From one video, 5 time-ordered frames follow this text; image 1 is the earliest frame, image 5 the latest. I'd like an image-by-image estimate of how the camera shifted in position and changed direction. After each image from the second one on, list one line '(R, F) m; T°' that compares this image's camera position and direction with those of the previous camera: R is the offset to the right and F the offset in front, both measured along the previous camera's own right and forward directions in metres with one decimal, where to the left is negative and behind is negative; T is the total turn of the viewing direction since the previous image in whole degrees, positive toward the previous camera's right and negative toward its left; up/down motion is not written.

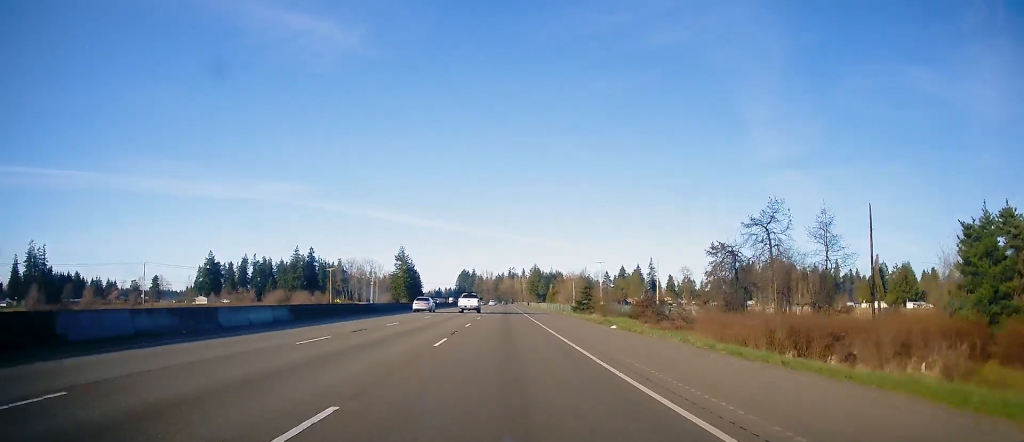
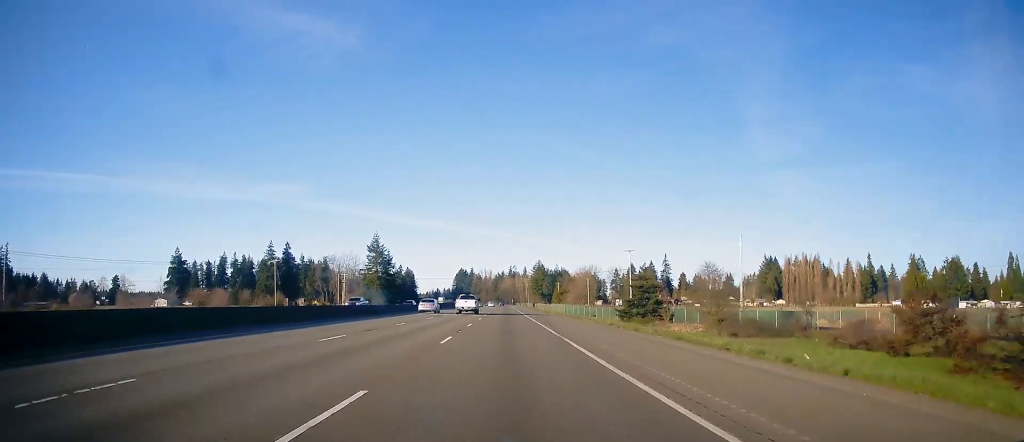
(+0.3, +48.0) m; 0°
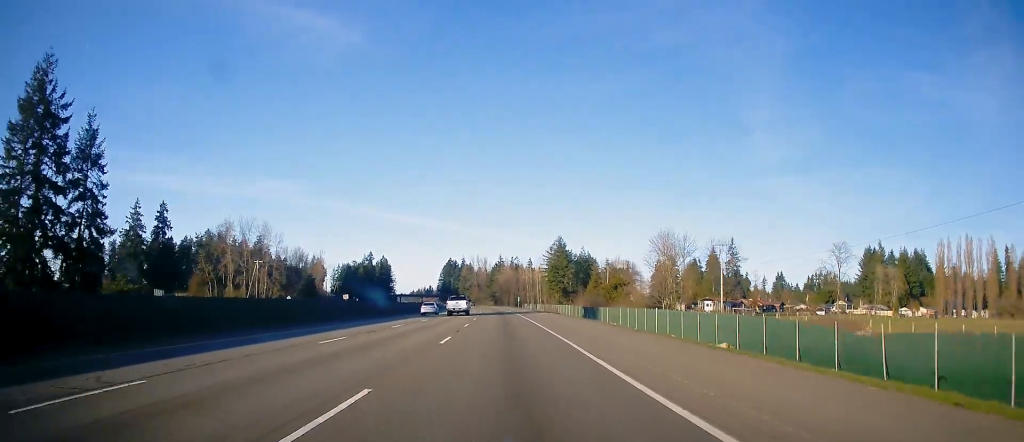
(+0.2, +146.7) m; -1°
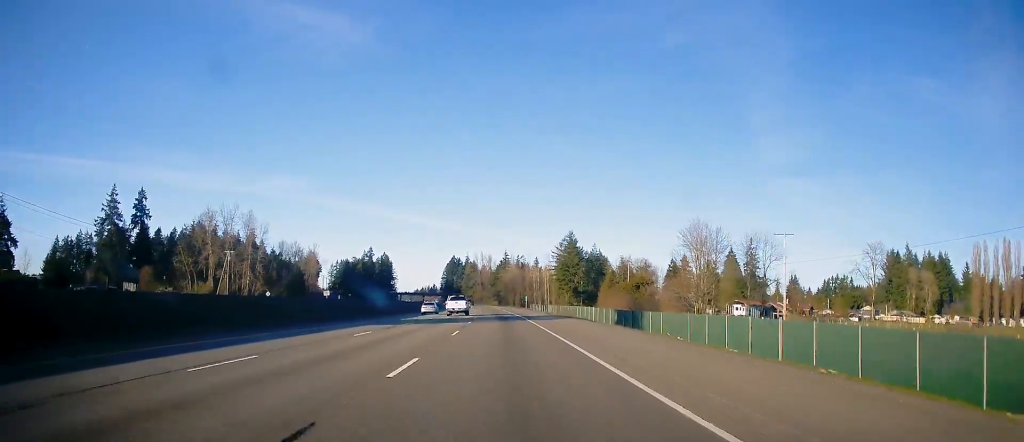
(-0.1, +20.0) m; 0°
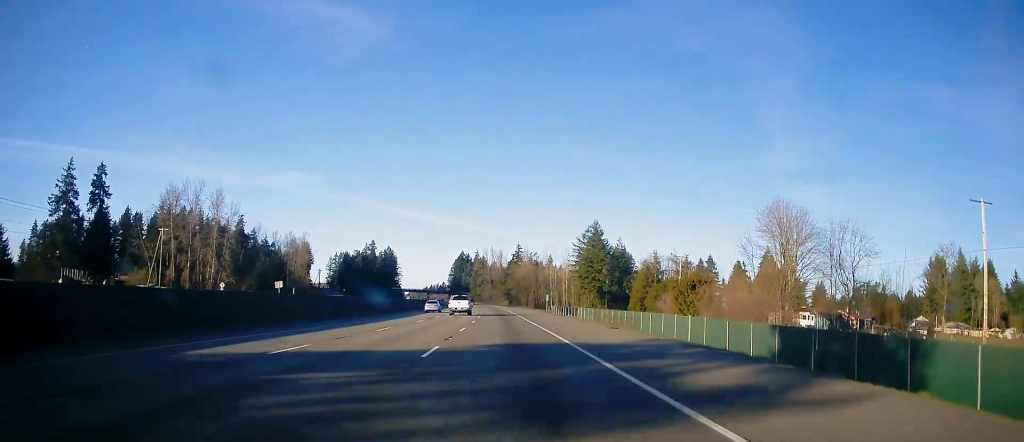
(0.0, +33.3) m; 0°
